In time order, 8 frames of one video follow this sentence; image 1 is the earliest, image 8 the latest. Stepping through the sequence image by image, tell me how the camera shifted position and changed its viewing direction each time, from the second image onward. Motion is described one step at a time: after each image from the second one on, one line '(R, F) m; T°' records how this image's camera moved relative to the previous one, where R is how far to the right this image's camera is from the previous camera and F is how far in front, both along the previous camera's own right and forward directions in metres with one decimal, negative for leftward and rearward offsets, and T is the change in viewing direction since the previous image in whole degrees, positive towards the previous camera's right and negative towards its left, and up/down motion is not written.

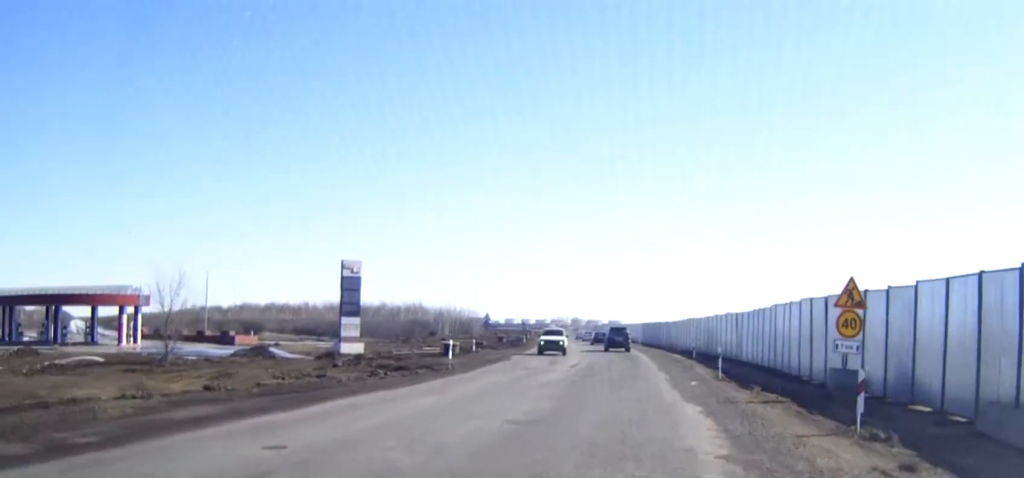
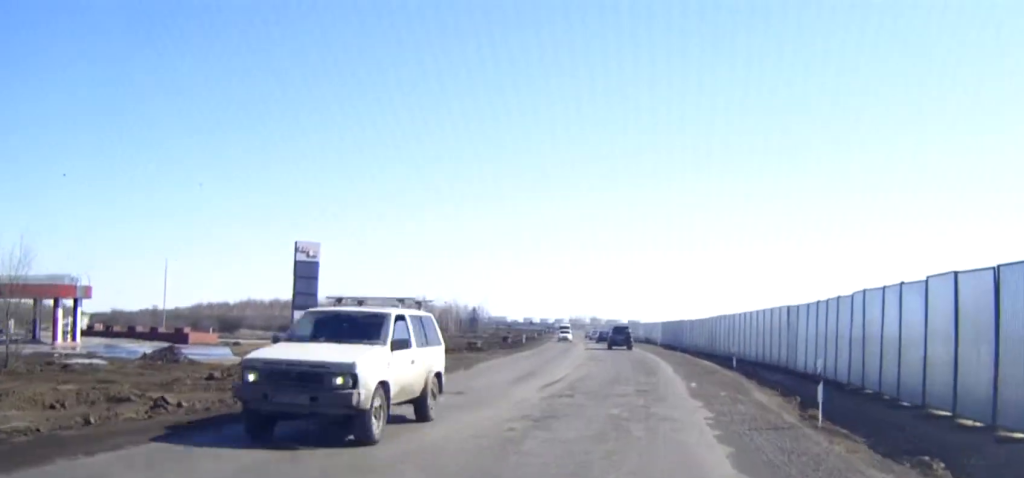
(-0.1, +13.9) m; -1°
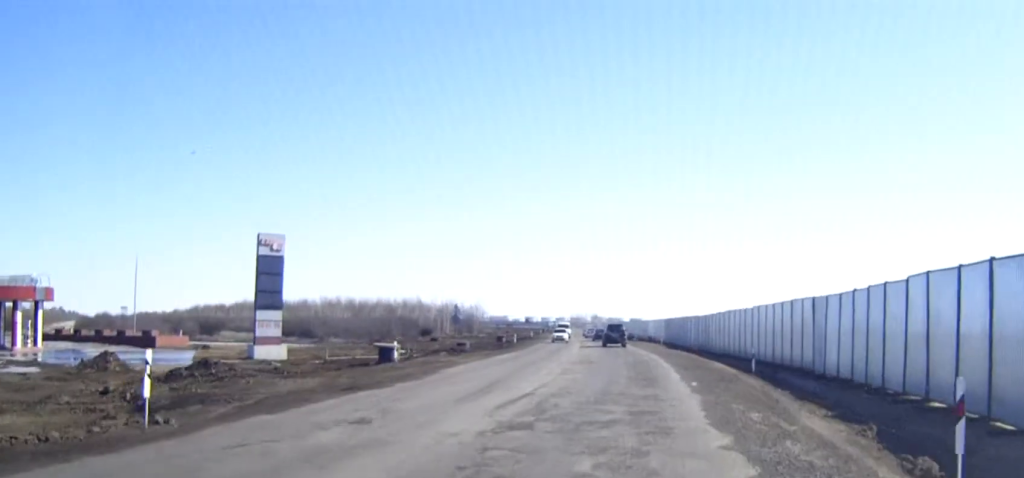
(0.0, +6.3) m; 0°
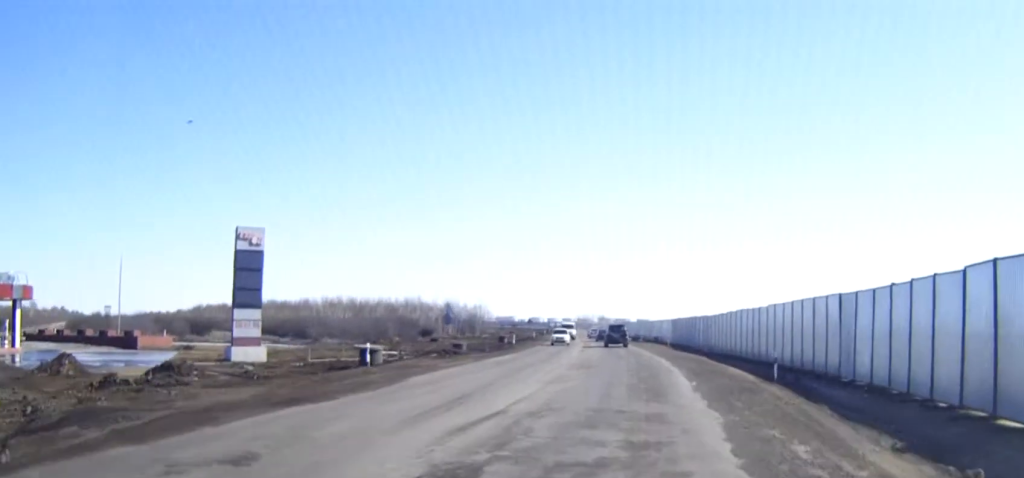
(0.0, +3.9) m; 0°
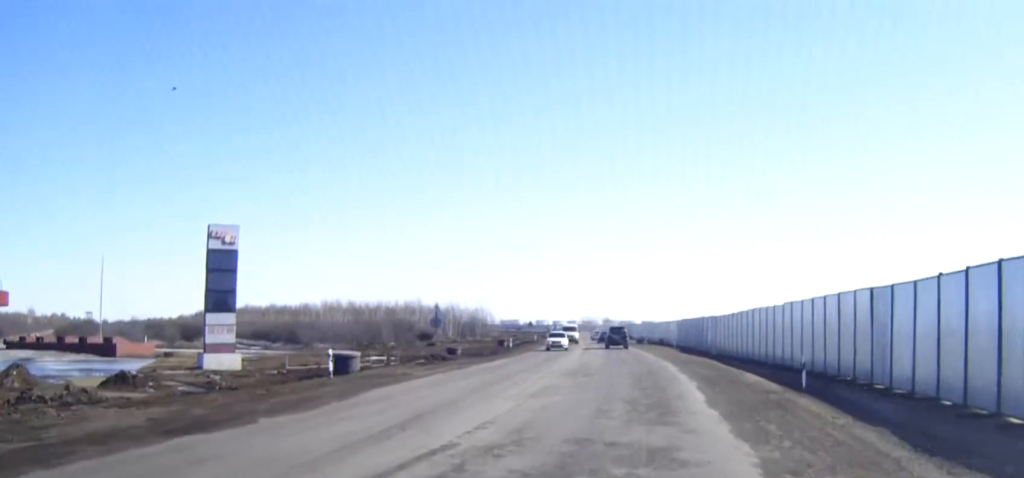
(0.0, +4.0) m; 0°
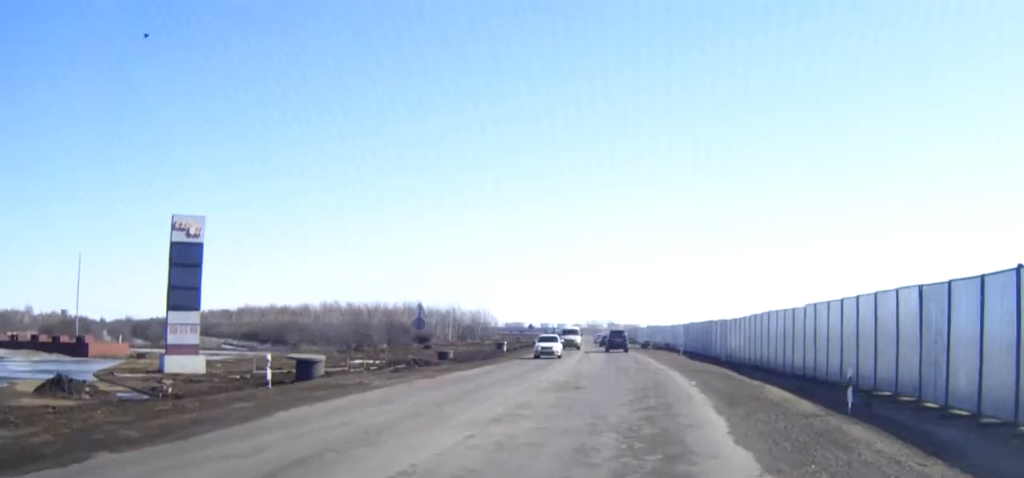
(0.0, +4.7) m; 0°
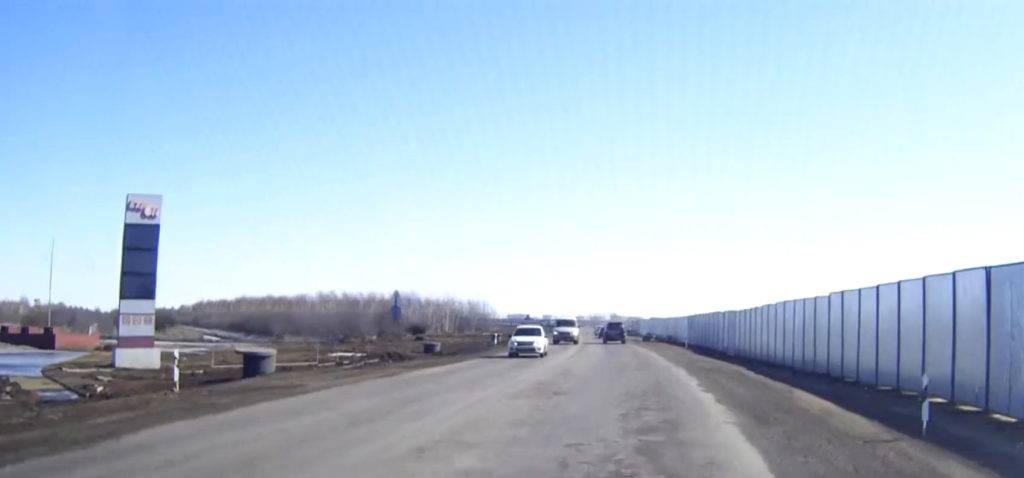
(0.0, +4.7) m; 0°
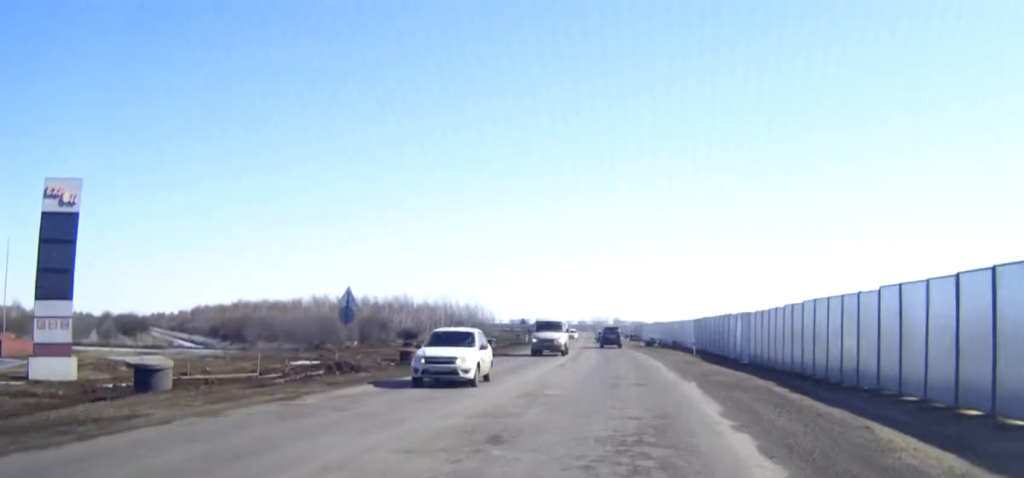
(0.0, +7.0) m; -1°
